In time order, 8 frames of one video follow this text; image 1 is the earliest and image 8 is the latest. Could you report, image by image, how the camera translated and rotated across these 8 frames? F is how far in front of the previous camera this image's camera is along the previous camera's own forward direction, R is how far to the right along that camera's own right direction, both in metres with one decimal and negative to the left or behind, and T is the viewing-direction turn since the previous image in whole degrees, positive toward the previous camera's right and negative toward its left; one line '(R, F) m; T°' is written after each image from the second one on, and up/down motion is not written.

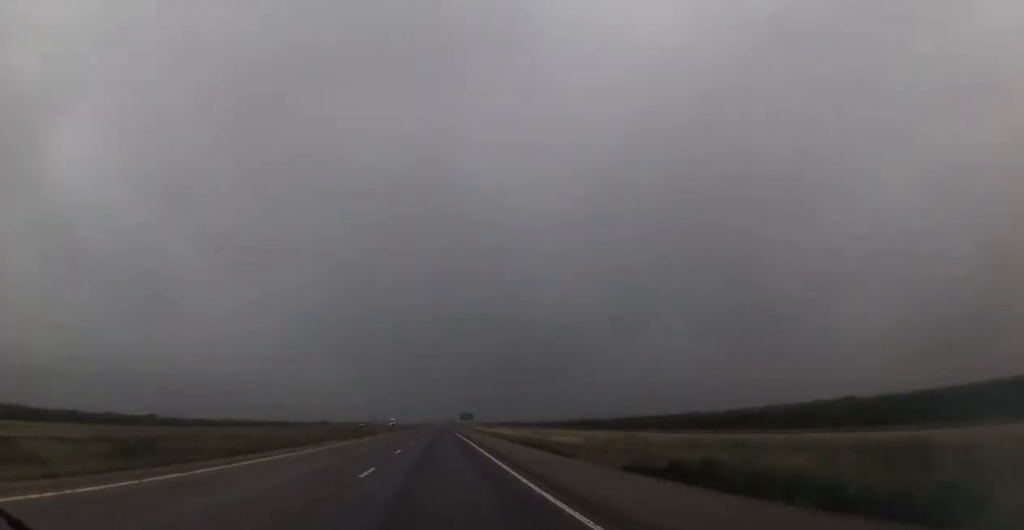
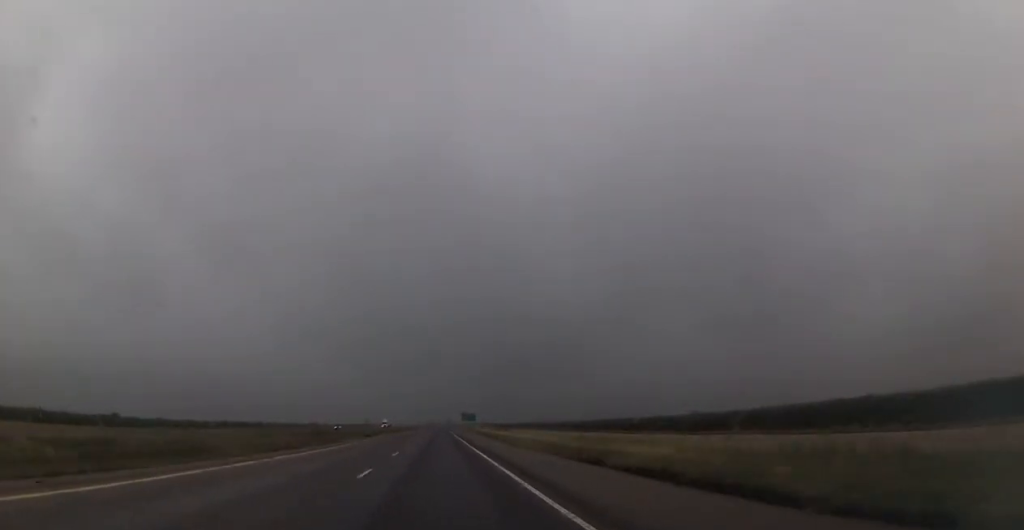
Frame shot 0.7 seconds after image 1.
(+0.2, +24.2) m; 0°
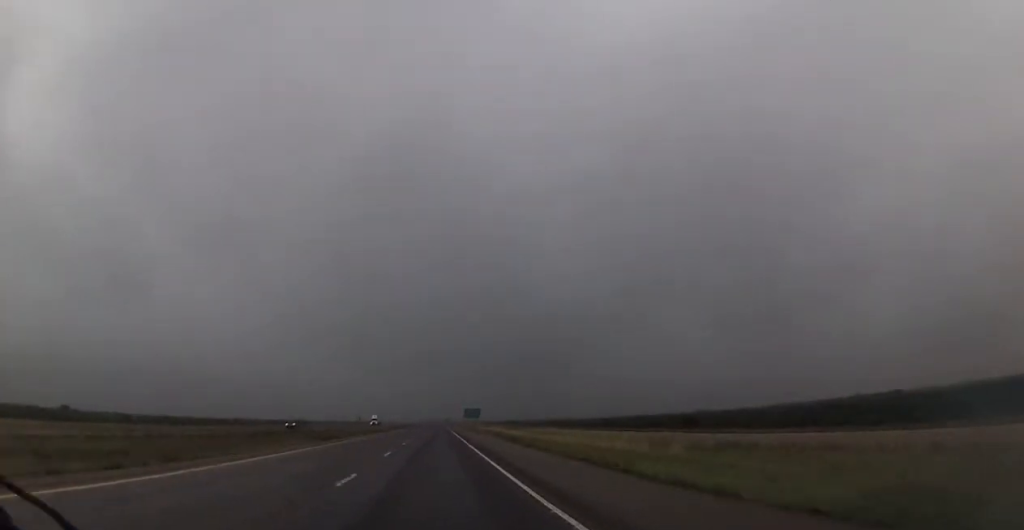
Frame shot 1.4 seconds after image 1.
(-0.1, +26.6) m; 0°
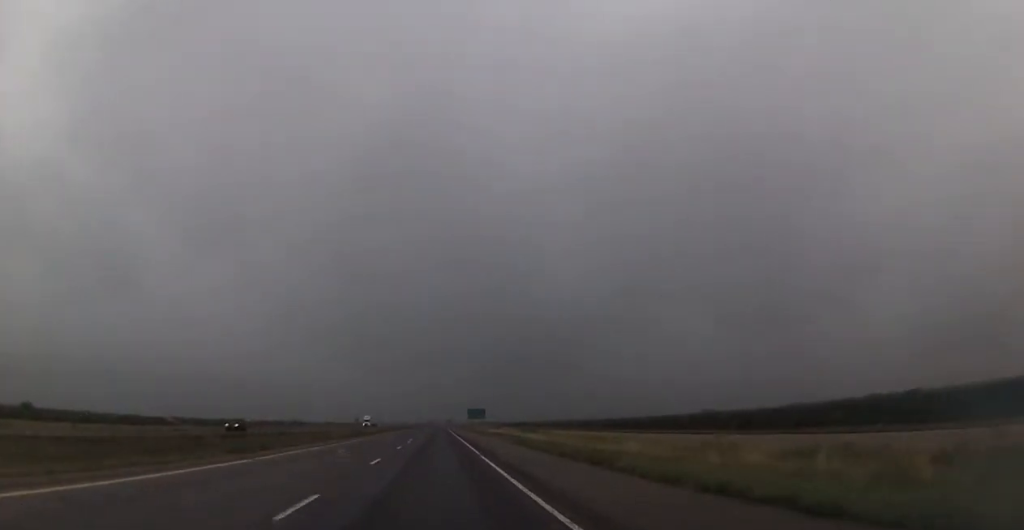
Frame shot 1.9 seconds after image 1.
(0.0, +16.9) m; 0°
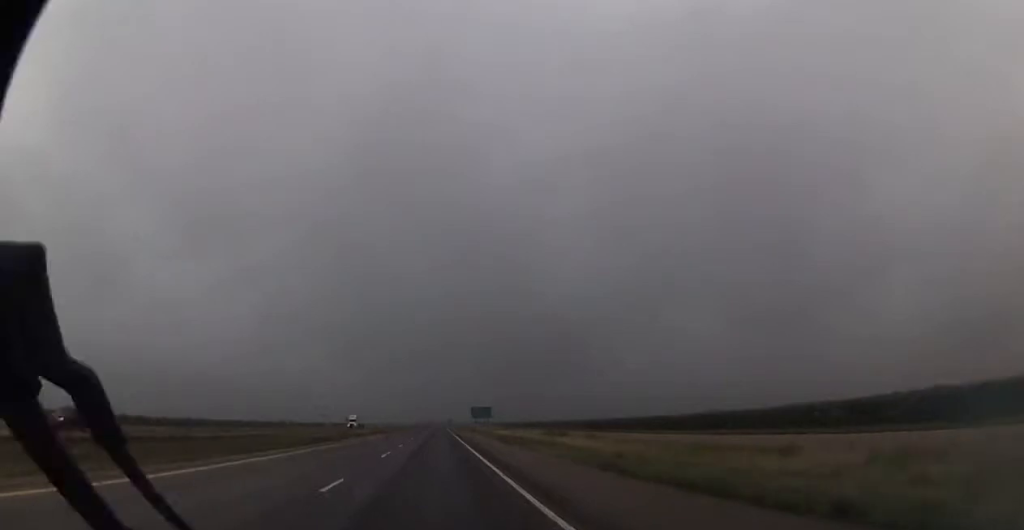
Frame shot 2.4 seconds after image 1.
(0.0, +20.6) m; 0°
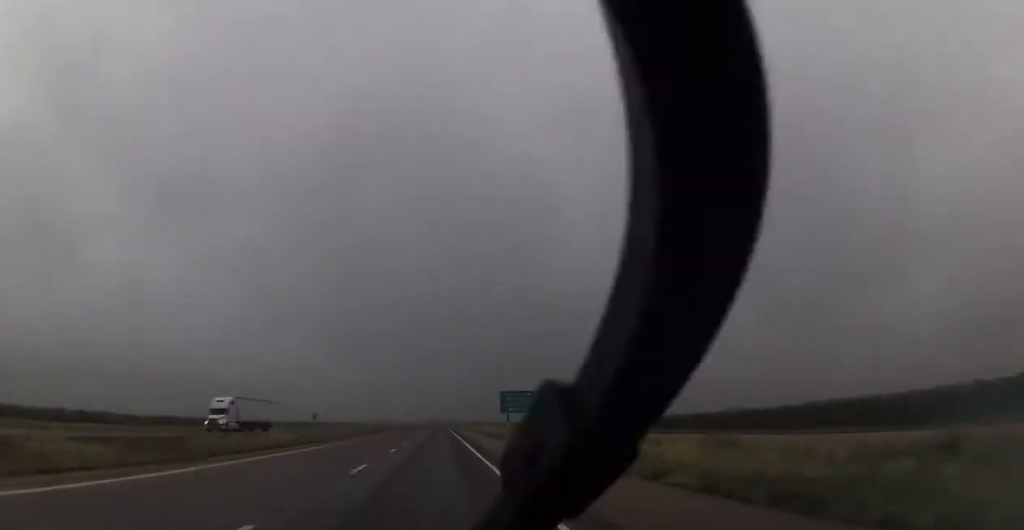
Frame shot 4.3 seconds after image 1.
(-0.8, +67.8) m; -1°
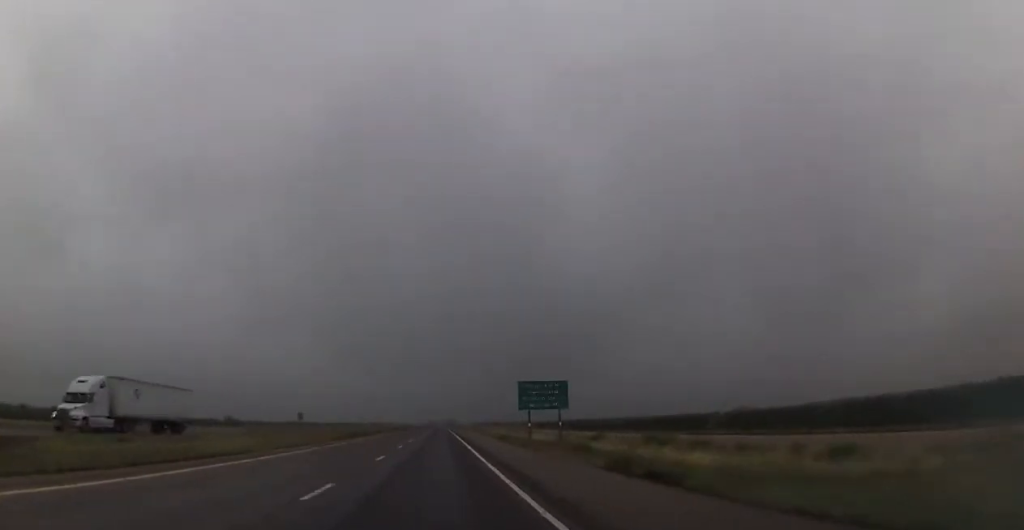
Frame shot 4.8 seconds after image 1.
(0.0, +18.2) m; 0°
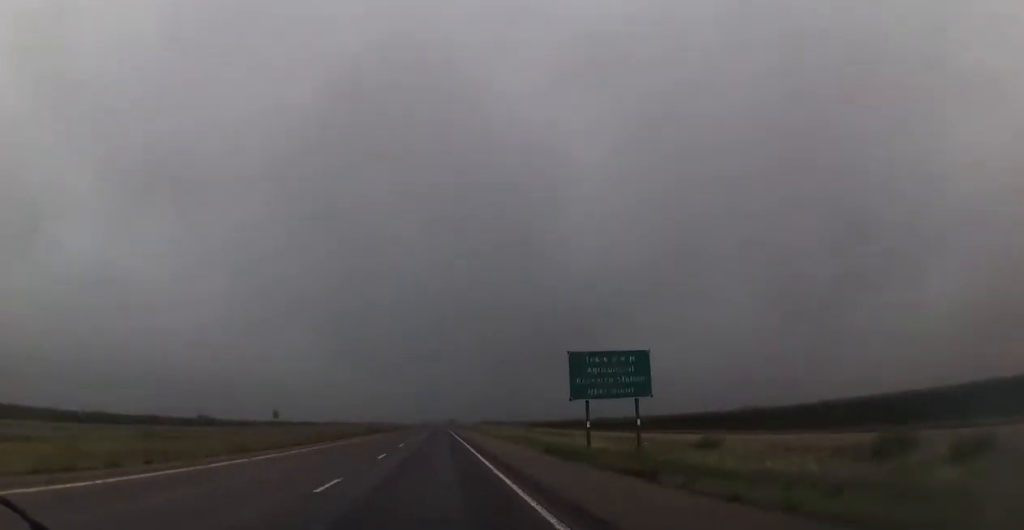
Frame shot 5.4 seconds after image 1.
(+0.2, +23.0) m; +1°
